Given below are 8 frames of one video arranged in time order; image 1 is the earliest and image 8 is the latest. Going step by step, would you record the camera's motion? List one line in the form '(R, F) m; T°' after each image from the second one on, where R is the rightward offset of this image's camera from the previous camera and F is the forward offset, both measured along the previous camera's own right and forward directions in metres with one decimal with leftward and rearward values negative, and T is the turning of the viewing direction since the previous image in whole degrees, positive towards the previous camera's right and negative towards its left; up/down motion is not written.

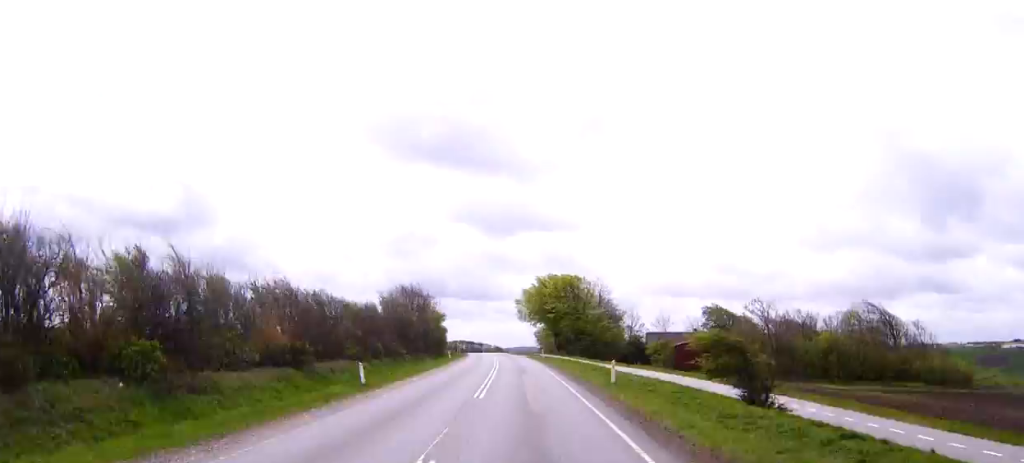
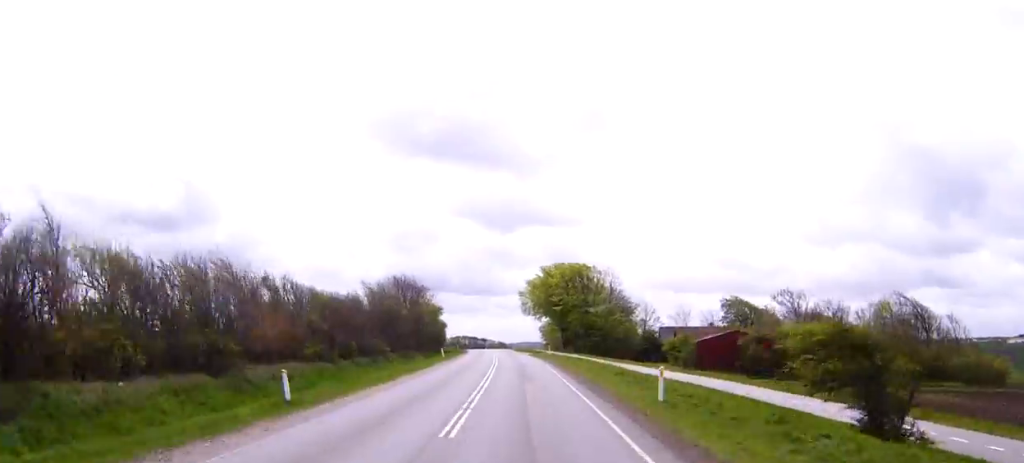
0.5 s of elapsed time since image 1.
(0.0, +10.0) m; -1°
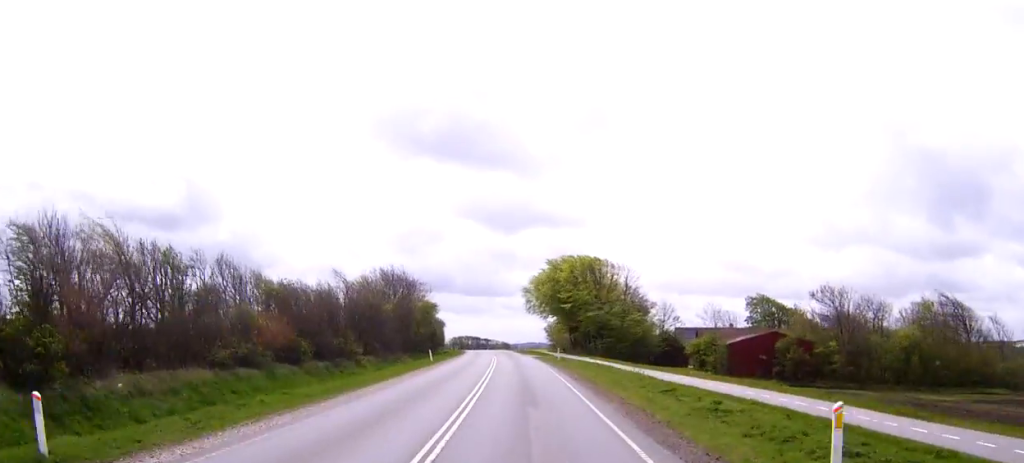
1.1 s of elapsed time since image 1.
(0.0, +11.4) m; -1°
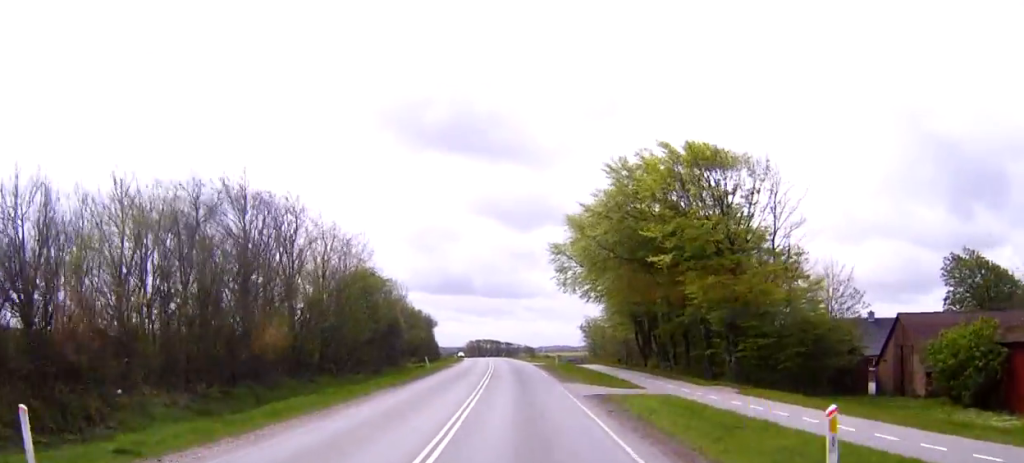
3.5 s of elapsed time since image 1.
(-1.6, +50.4) m; -3°
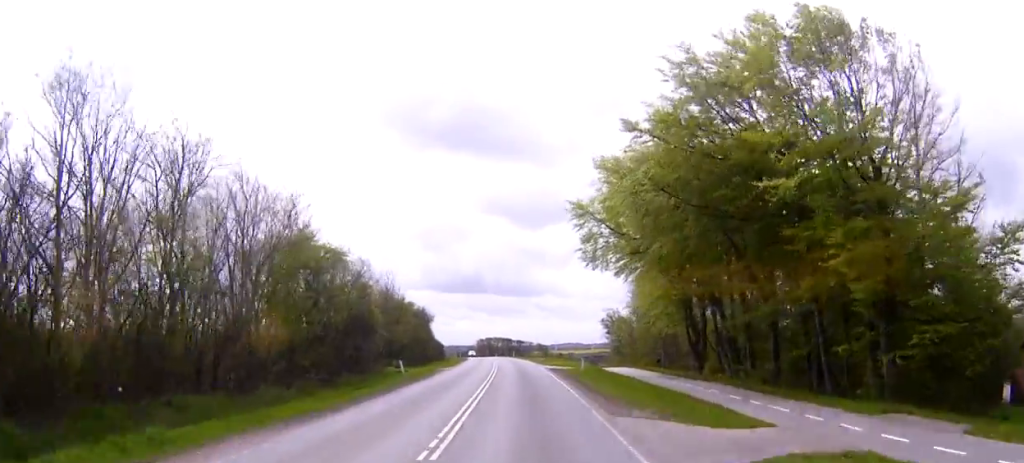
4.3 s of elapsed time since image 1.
(0.0, +16.4) m; 0°
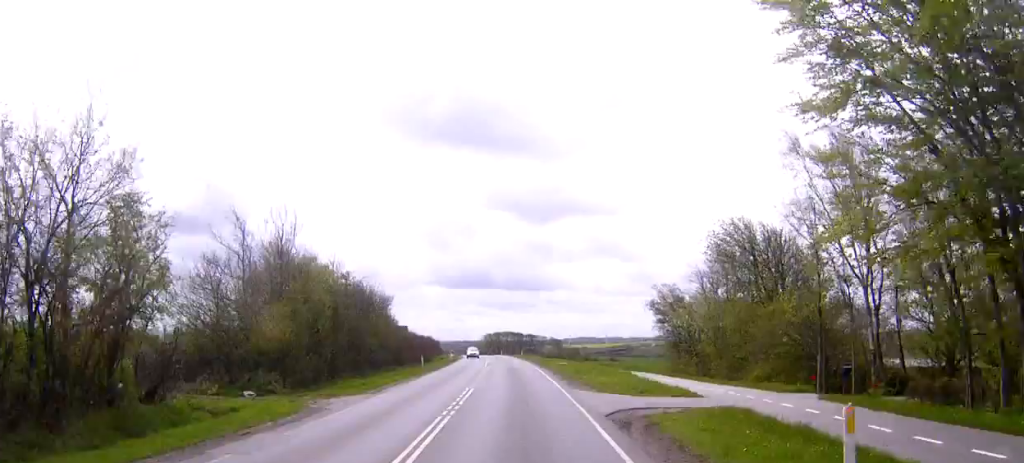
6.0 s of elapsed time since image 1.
(-0.1, +34.5) m; -1°
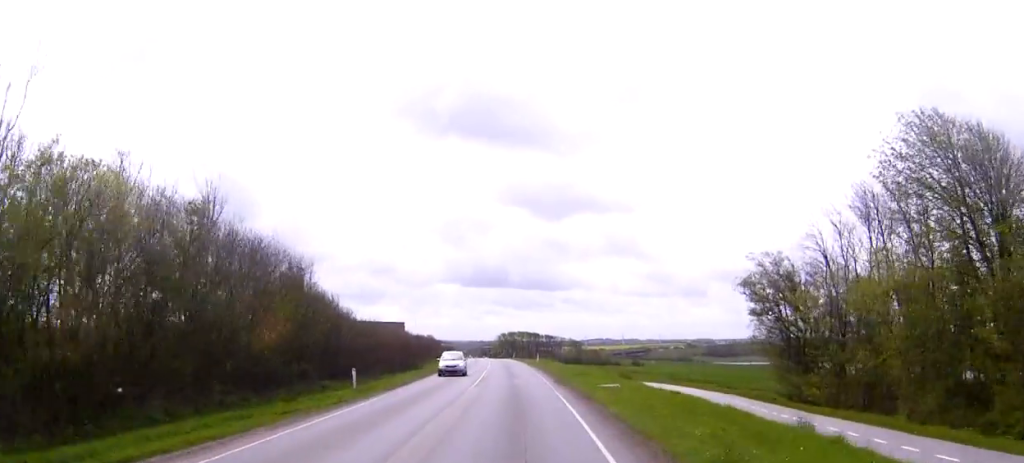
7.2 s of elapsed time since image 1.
(-0.2, +25.9) m; -1°
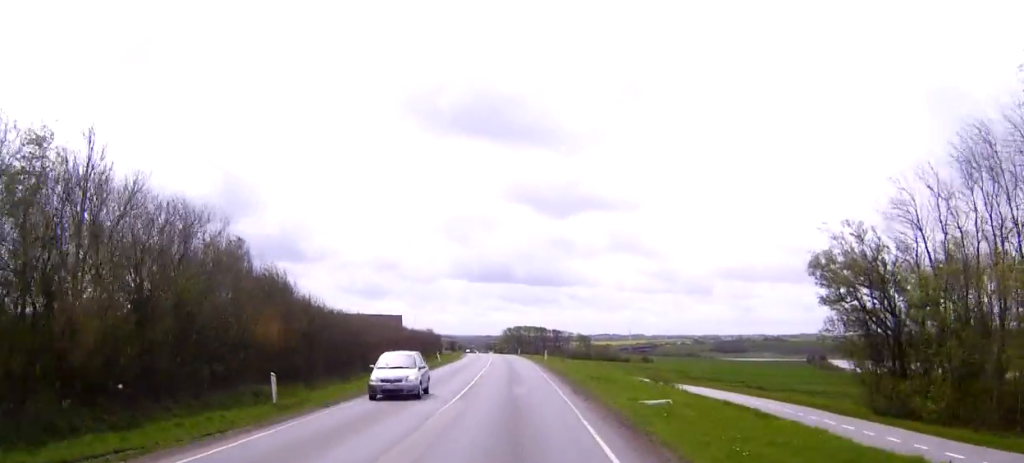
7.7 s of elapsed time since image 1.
(0.0, +10.5) m; -1°
